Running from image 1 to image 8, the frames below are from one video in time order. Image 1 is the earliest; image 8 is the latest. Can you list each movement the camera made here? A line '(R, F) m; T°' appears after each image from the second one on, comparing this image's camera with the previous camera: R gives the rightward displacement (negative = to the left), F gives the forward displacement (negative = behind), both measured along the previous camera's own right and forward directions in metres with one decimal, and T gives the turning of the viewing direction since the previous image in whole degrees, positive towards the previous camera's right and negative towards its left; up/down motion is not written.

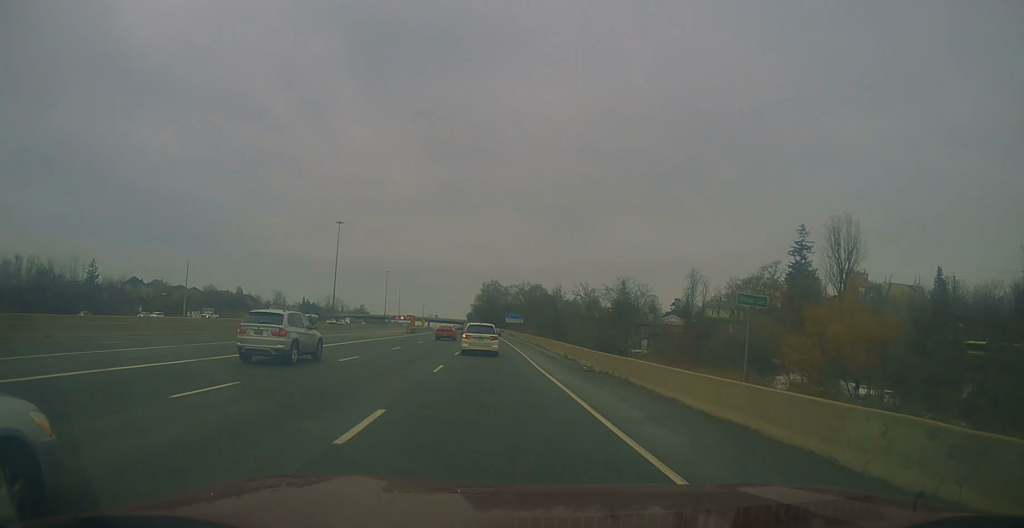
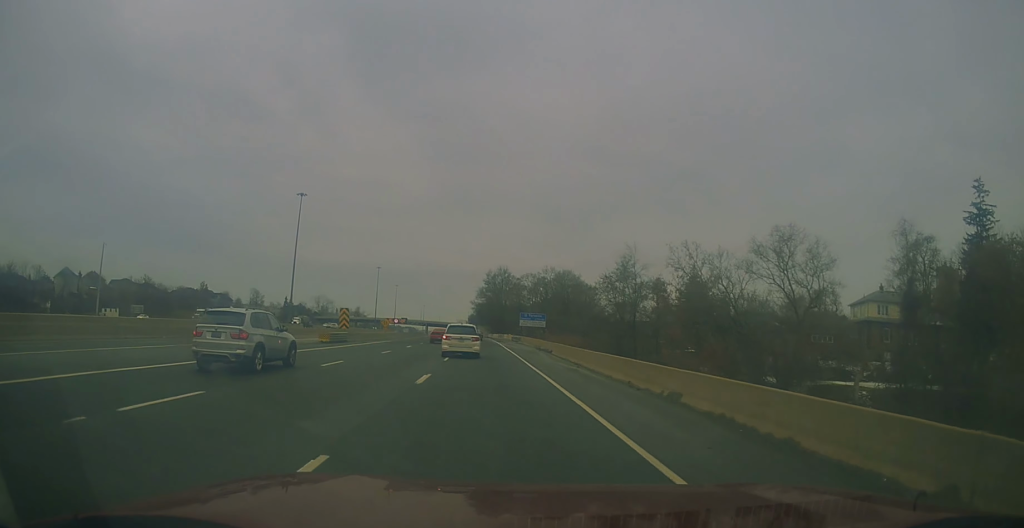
(-0.5, +51.4) m; -2°
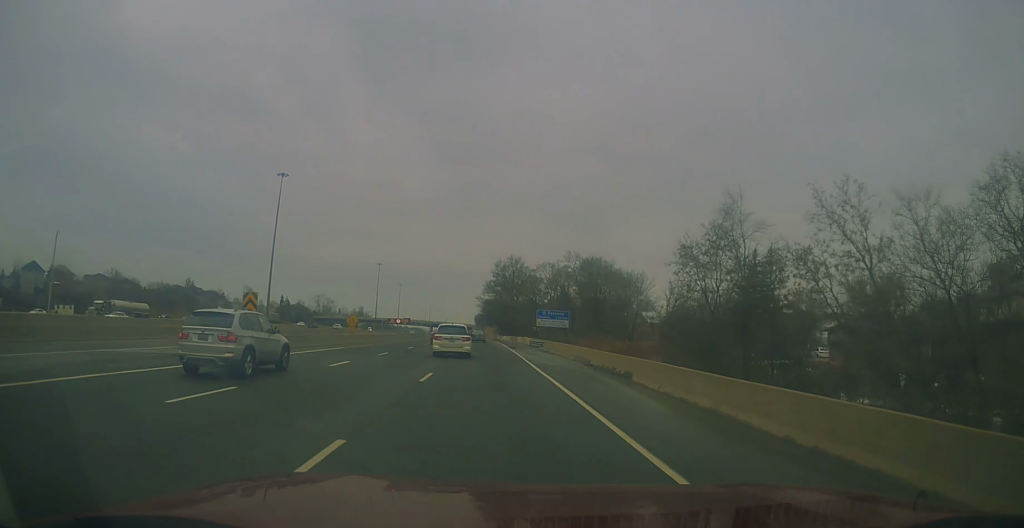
(-0.3, +22.7) m; -1°
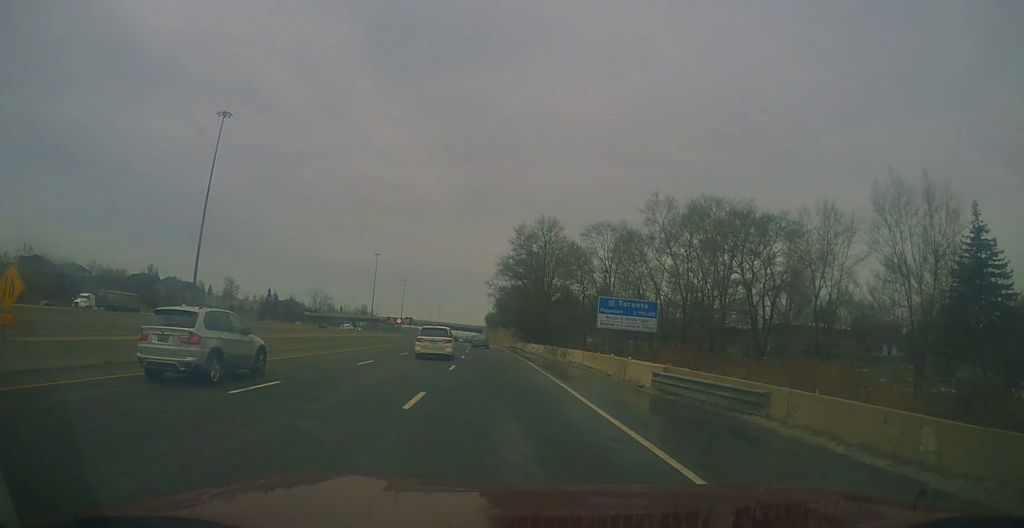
(-0.3, +42.7) m; -1°
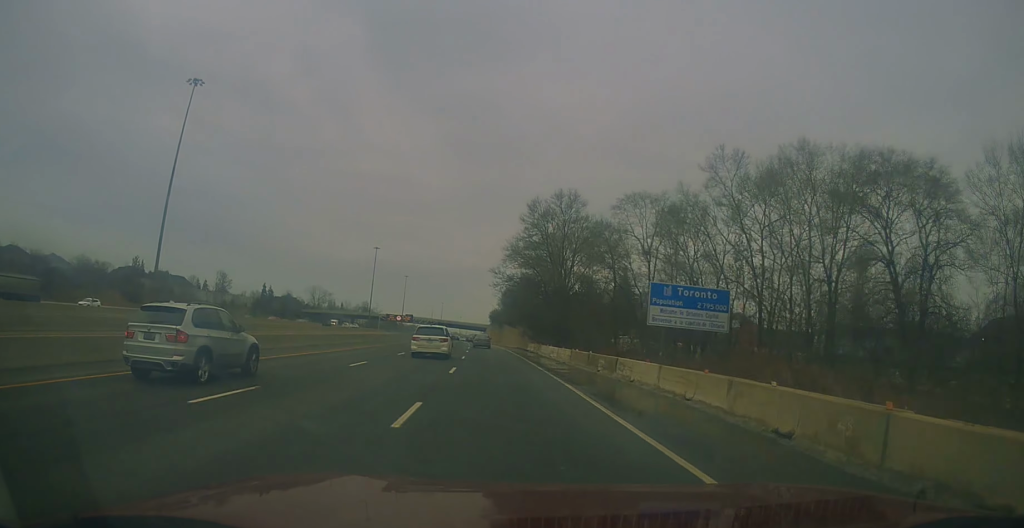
(-0.1, +14.1) m; 0°
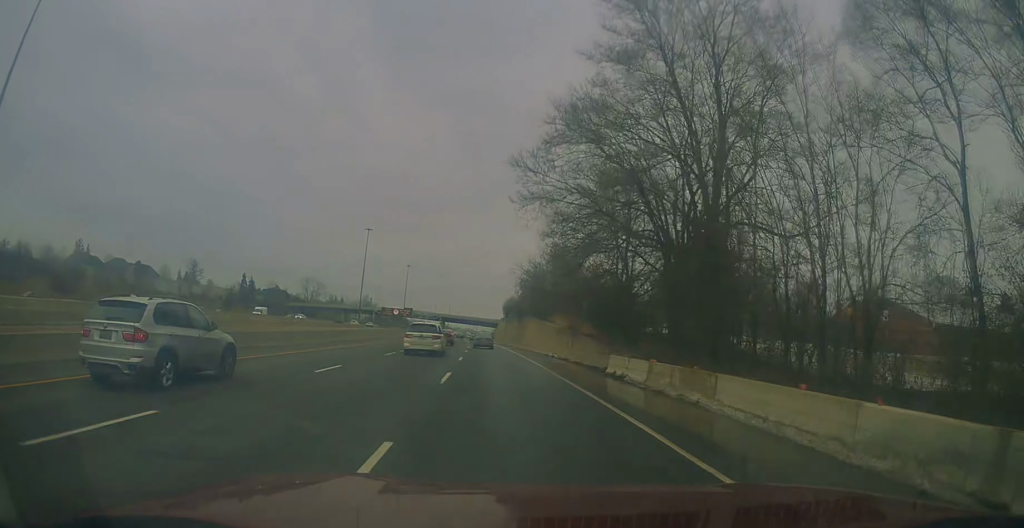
(-0.1, +40.3) m; 0°
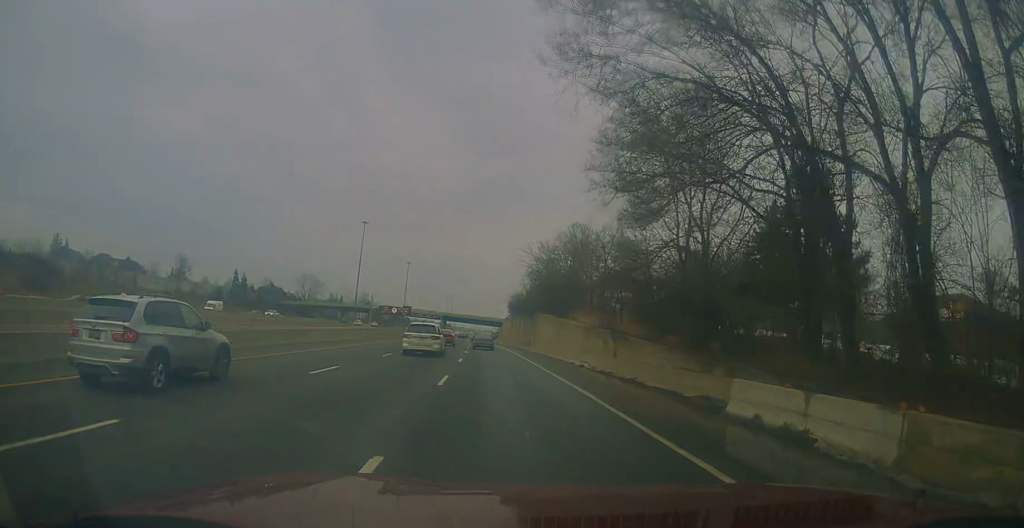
(0.0, +12.9) m; -1°
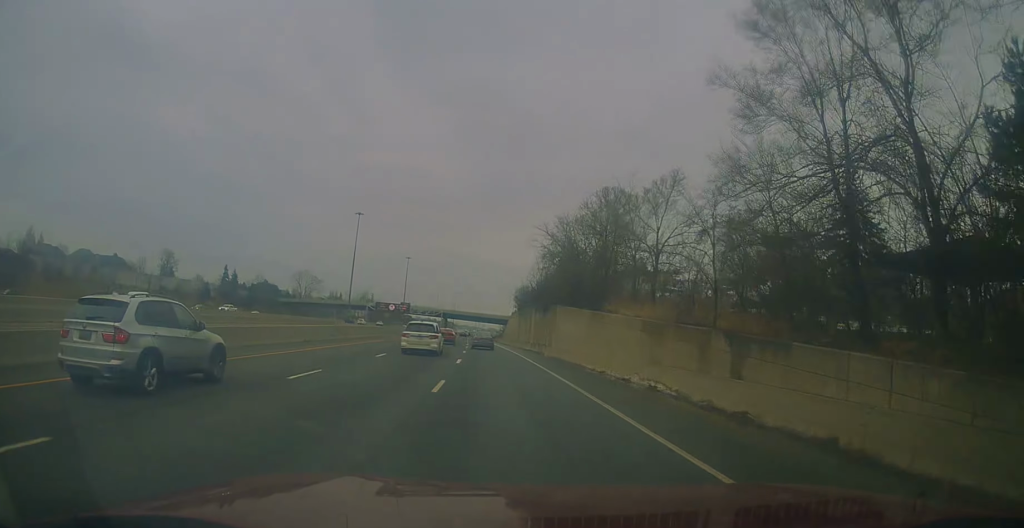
(+0.1, +13.9) m; -1°
